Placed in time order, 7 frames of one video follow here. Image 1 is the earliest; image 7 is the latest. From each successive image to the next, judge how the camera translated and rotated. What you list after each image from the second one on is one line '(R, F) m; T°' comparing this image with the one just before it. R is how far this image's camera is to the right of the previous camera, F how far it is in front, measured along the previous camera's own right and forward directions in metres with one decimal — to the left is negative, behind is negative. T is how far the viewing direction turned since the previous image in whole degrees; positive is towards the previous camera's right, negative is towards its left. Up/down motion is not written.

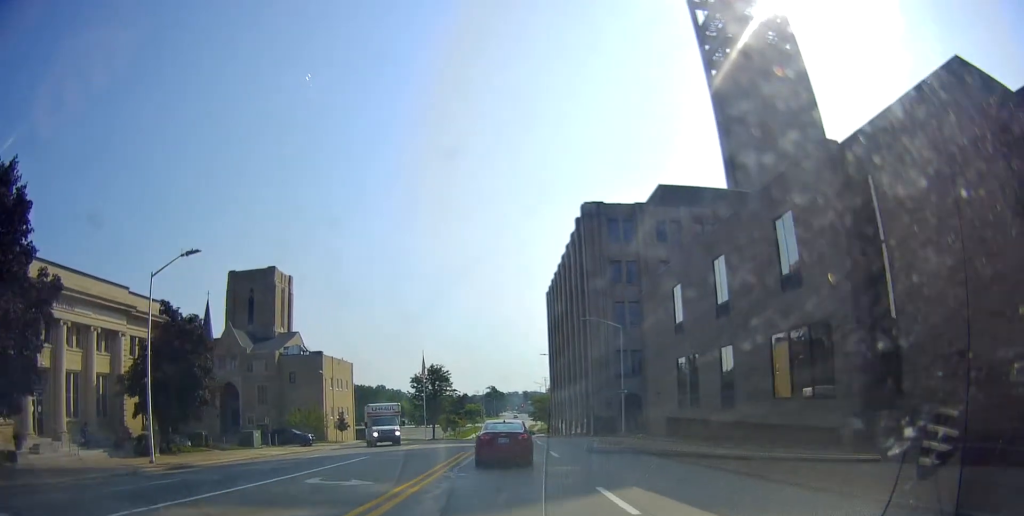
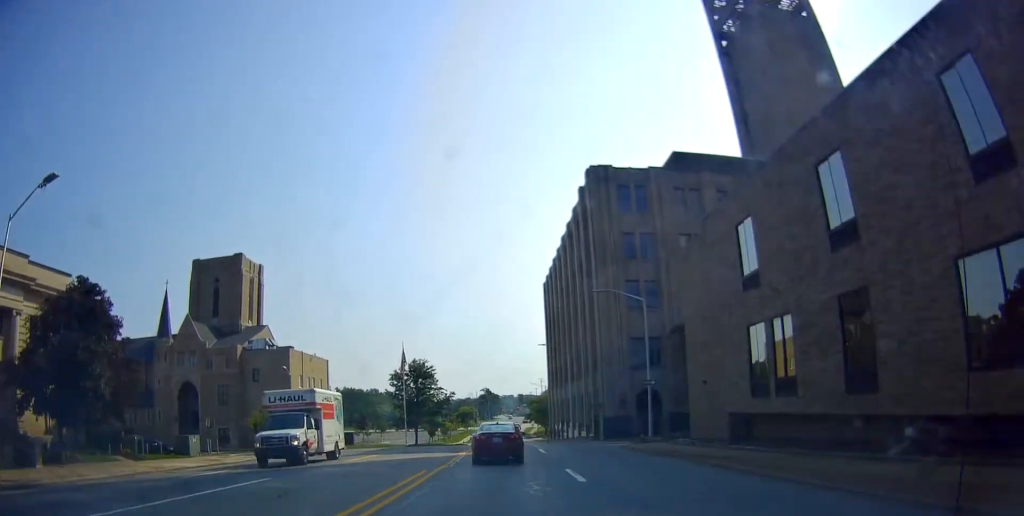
(-0.9, +10.5) m; -5°
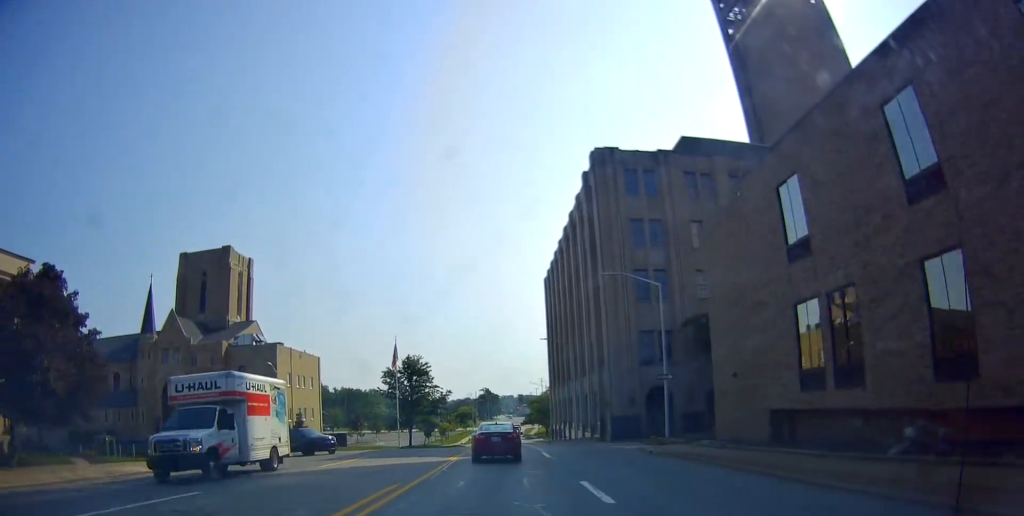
(+0.1, +3.9) m; +2°
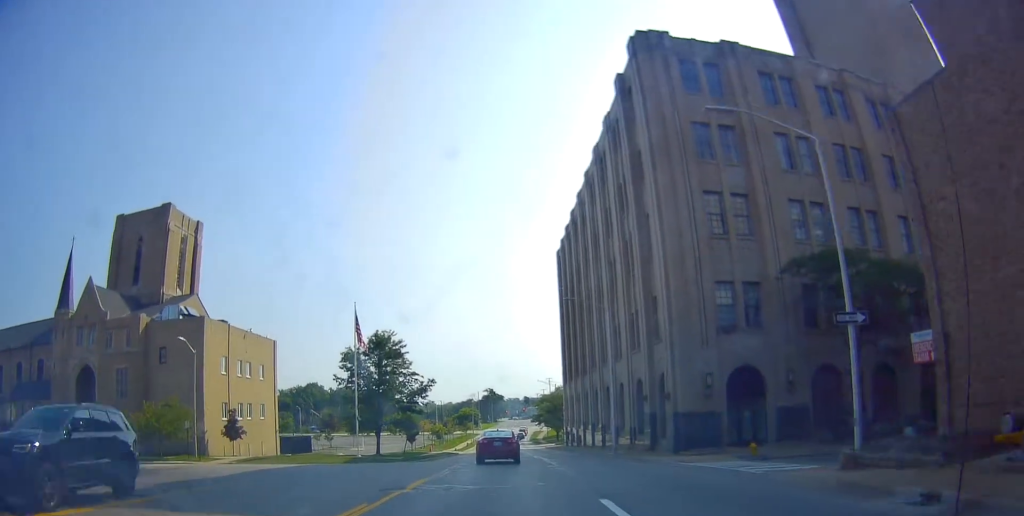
(+1.6, +17.2) m; +5°
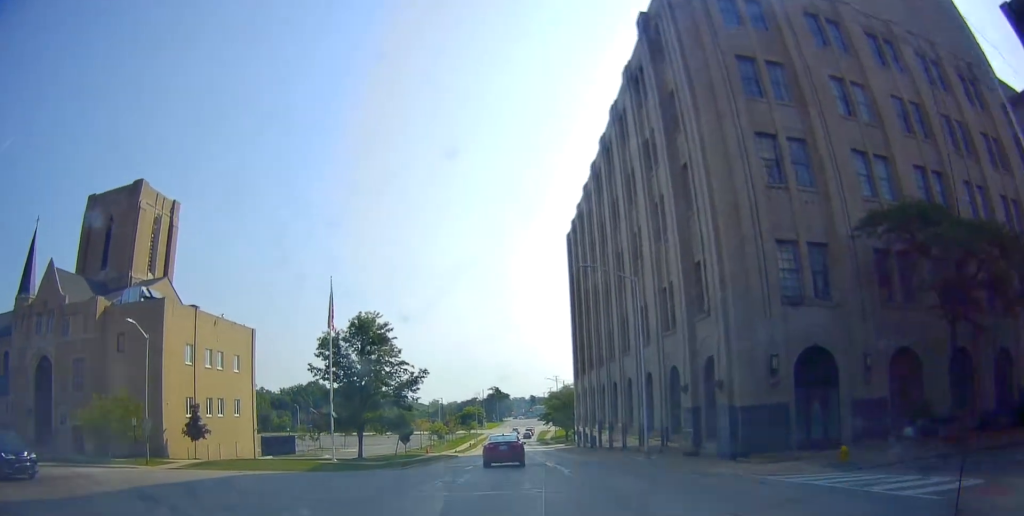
(-0.2, +7.2) m; -2°
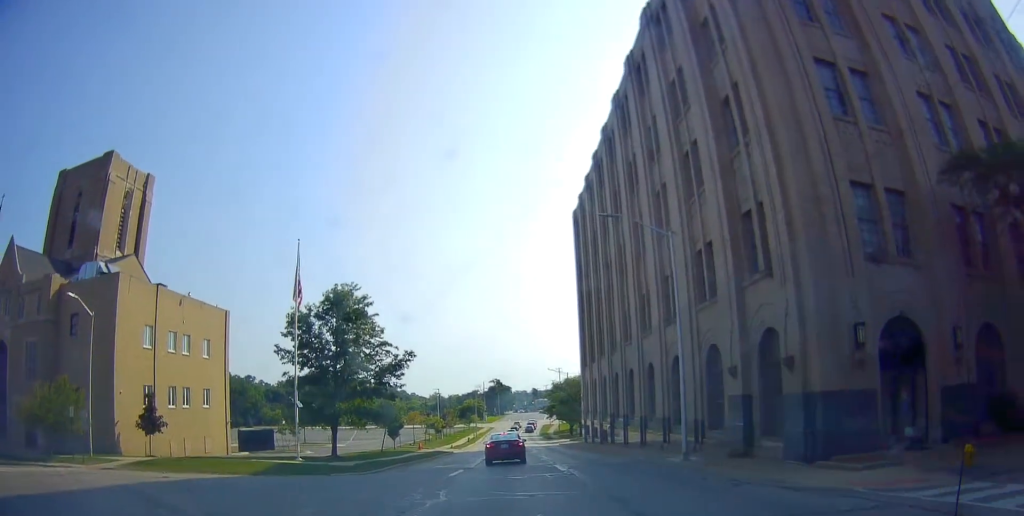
(+0.1, +6.4) m; -1°
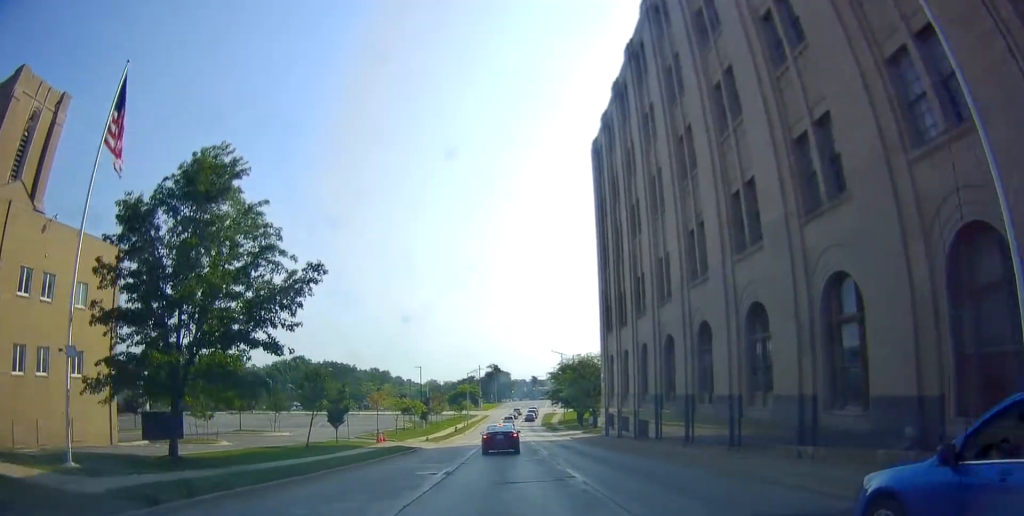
(+0.1, +17.0) m; +3°
